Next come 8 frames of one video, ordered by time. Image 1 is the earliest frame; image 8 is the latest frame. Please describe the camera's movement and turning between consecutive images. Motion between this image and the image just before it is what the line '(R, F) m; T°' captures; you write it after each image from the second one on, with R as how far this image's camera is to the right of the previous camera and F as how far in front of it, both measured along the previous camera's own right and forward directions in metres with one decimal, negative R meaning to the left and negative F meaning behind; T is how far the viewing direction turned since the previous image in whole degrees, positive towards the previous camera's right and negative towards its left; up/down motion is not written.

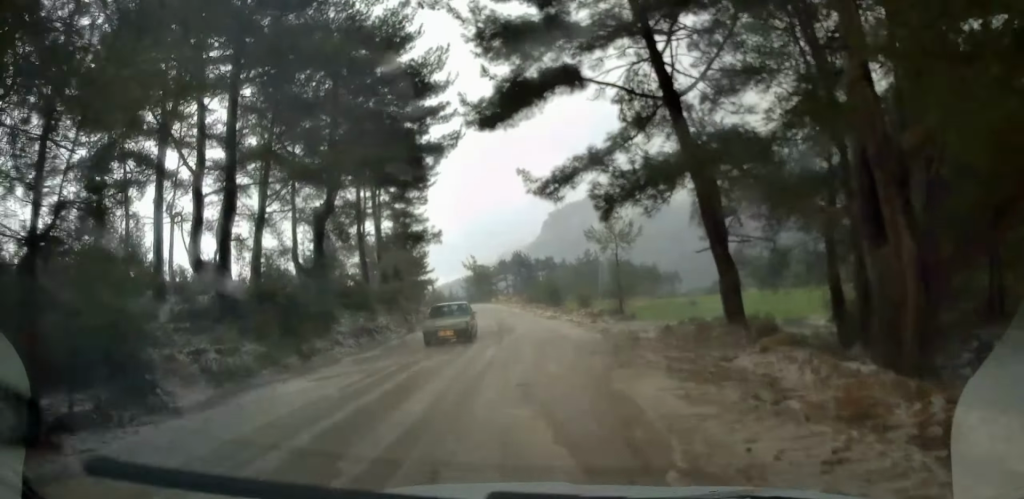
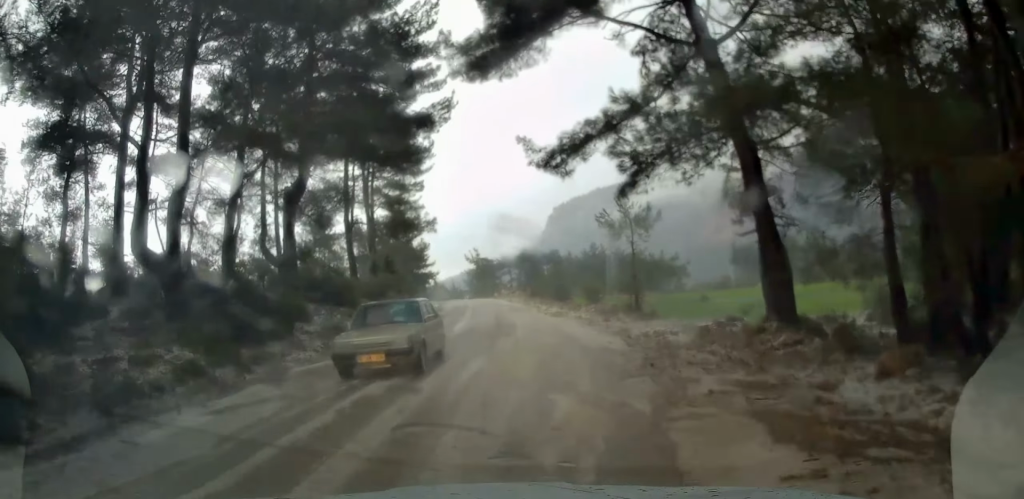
(-0.1, +4.2) m; -2°
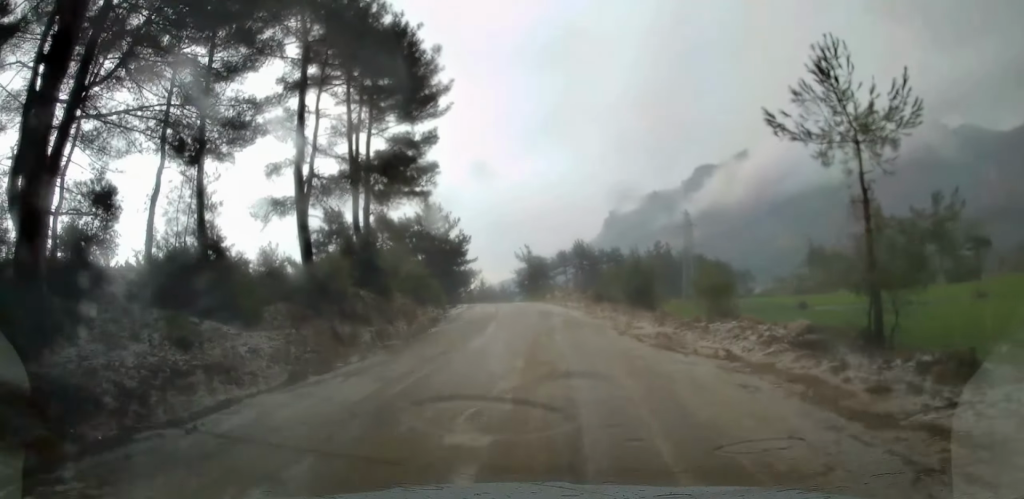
(-1.1, +16.5) m; -10°
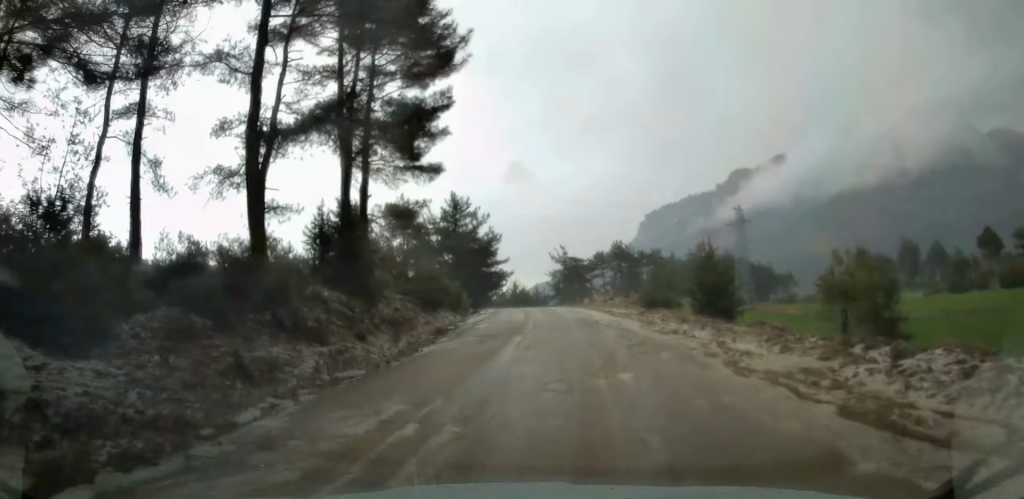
(0.0, +7.6) m; 0°
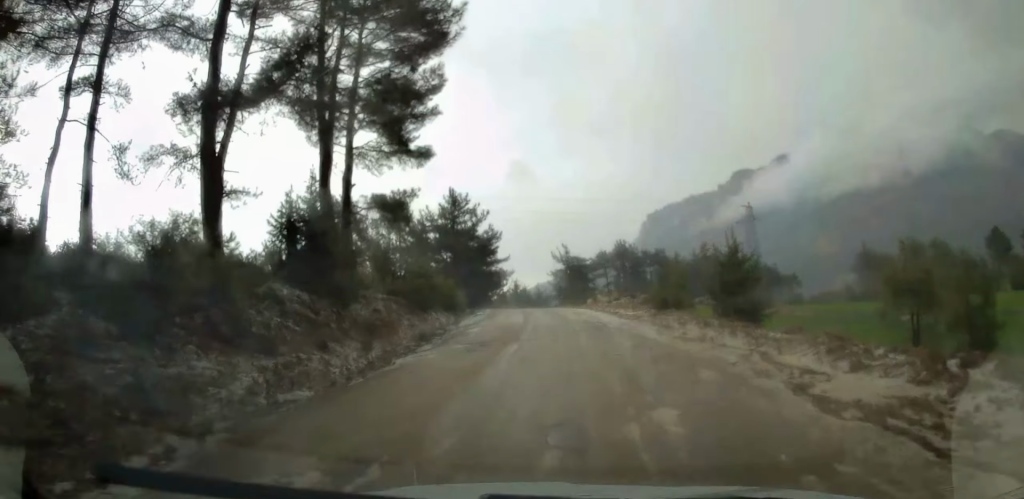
(-0.1, +3.0) m; +1°
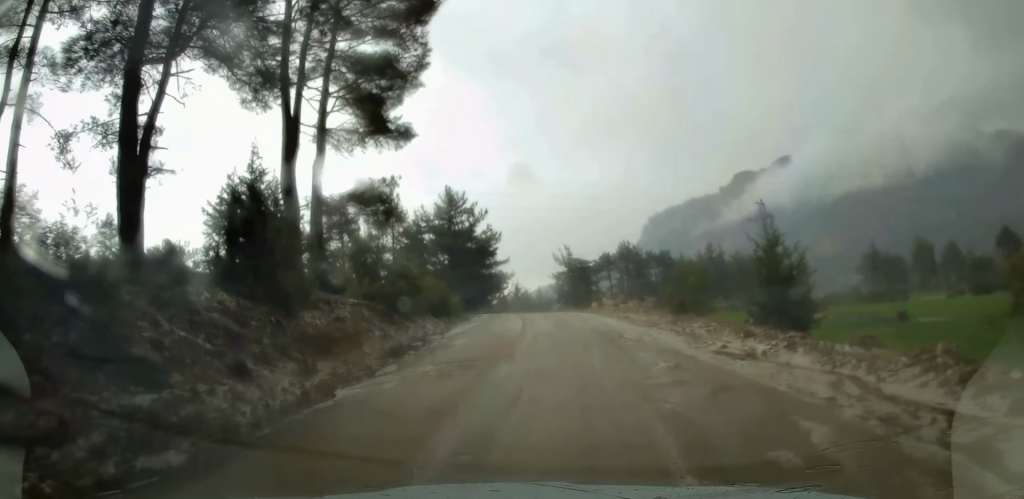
(+0.2, +3.9) m; +2°
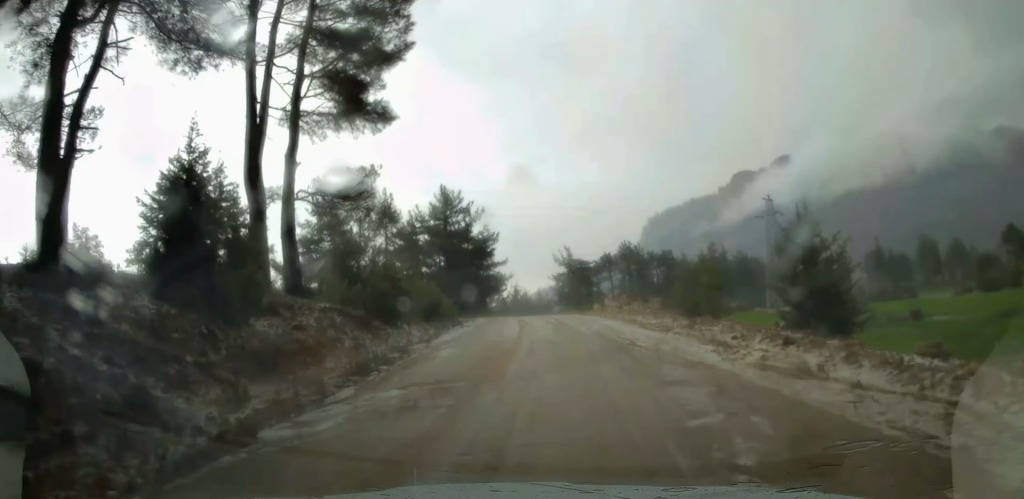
(+0.1, +2.7) m; +1°
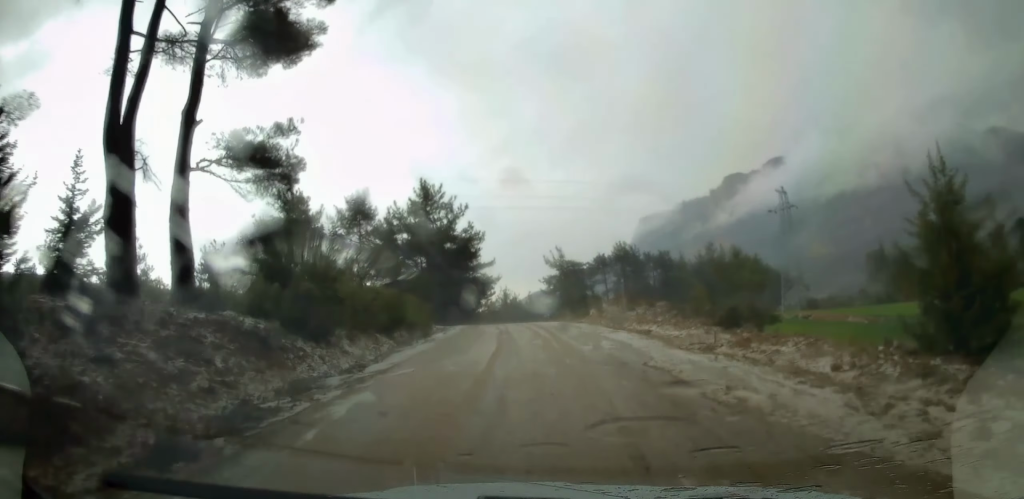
(-0.1, +6.6) m; -1°
